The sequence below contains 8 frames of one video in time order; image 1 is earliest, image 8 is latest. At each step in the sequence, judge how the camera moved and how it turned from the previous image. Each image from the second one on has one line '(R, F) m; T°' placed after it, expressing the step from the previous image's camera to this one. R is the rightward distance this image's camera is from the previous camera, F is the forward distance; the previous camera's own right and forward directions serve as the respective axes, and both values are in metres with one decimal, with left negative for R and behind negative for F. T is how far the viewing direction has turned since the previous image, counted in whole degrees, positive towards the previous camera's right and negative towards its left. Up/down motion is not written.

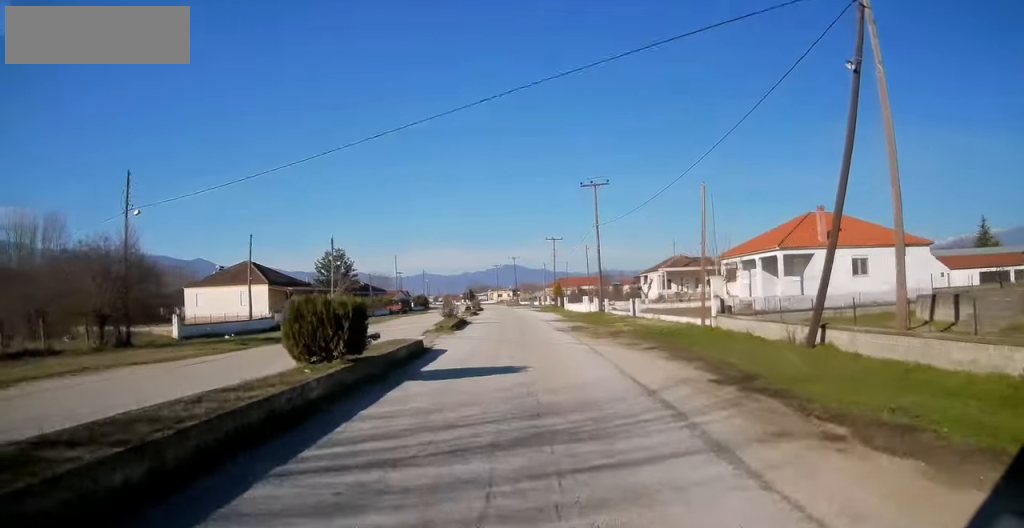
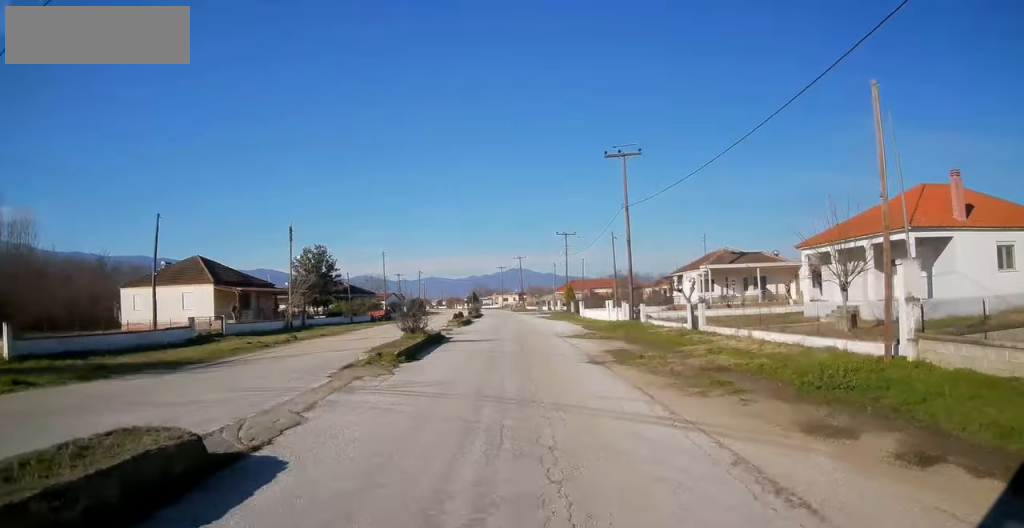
(0.0, +13.1) m; 0°
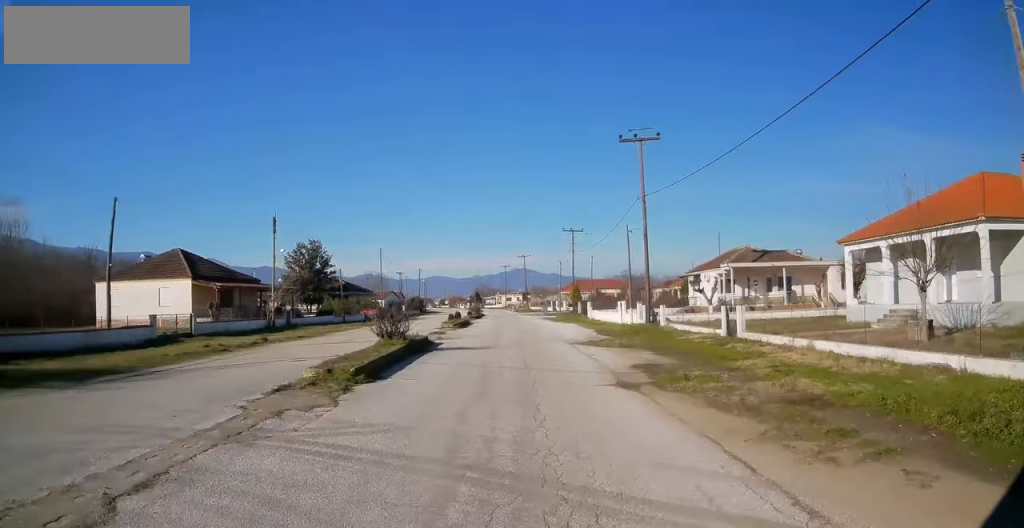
(0.0, +4.4) m; 0°
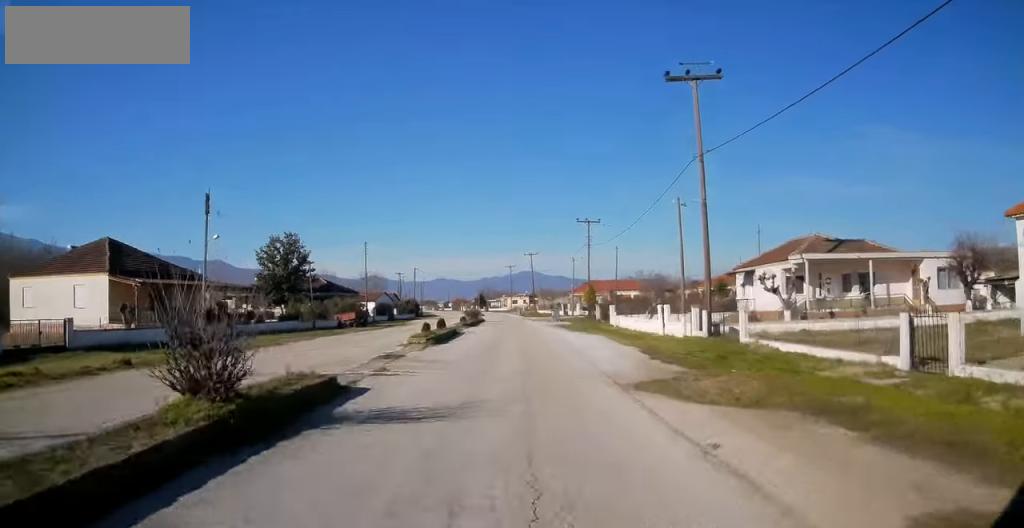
(0.0, +11.5) m; -1°
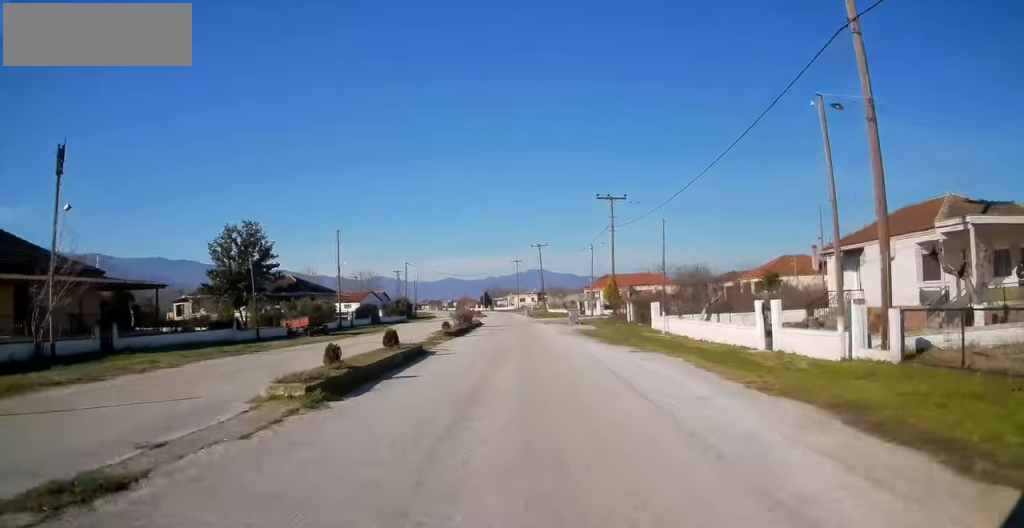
(-0.3, +13.4) m; -2°
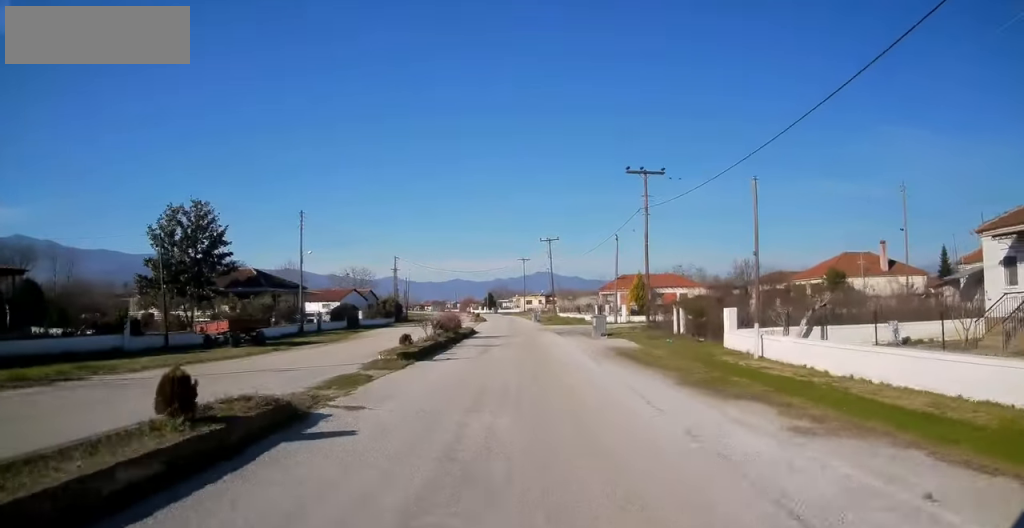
(-0.1, +12.1) m; -2°
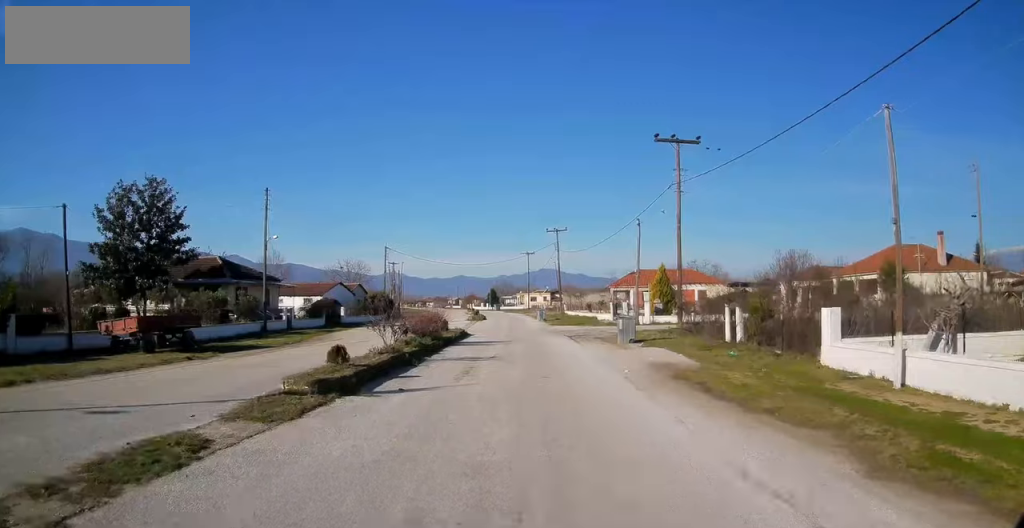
(-0.1, +7.7) m; -1°
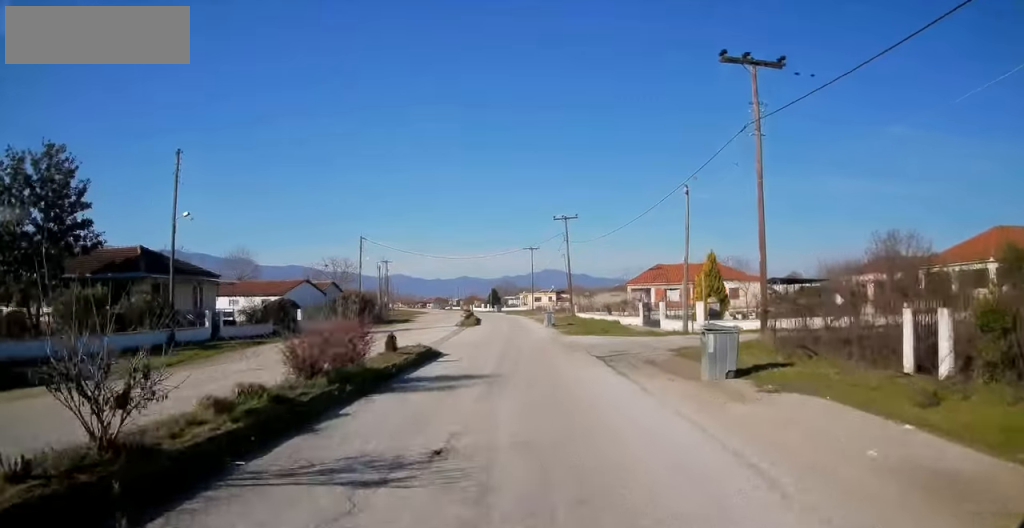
(0.0, +11.6) m; 0°
